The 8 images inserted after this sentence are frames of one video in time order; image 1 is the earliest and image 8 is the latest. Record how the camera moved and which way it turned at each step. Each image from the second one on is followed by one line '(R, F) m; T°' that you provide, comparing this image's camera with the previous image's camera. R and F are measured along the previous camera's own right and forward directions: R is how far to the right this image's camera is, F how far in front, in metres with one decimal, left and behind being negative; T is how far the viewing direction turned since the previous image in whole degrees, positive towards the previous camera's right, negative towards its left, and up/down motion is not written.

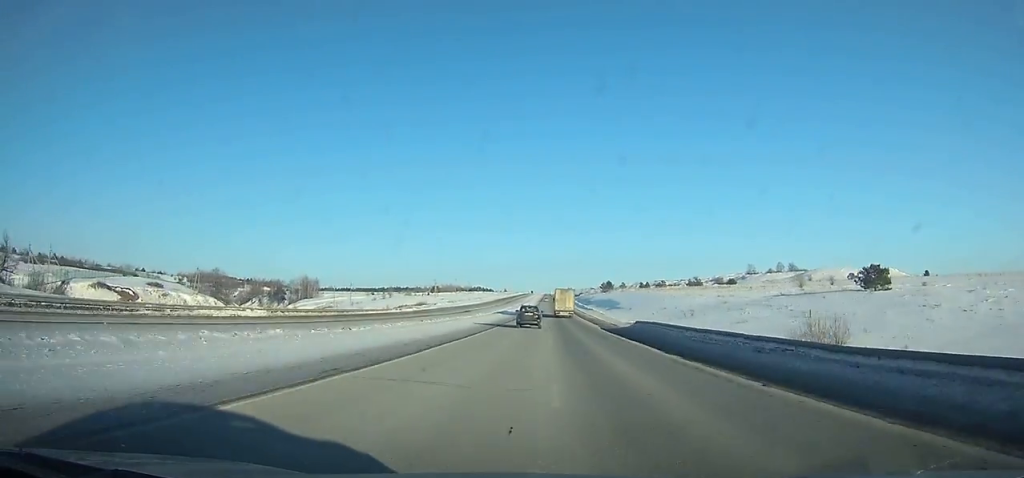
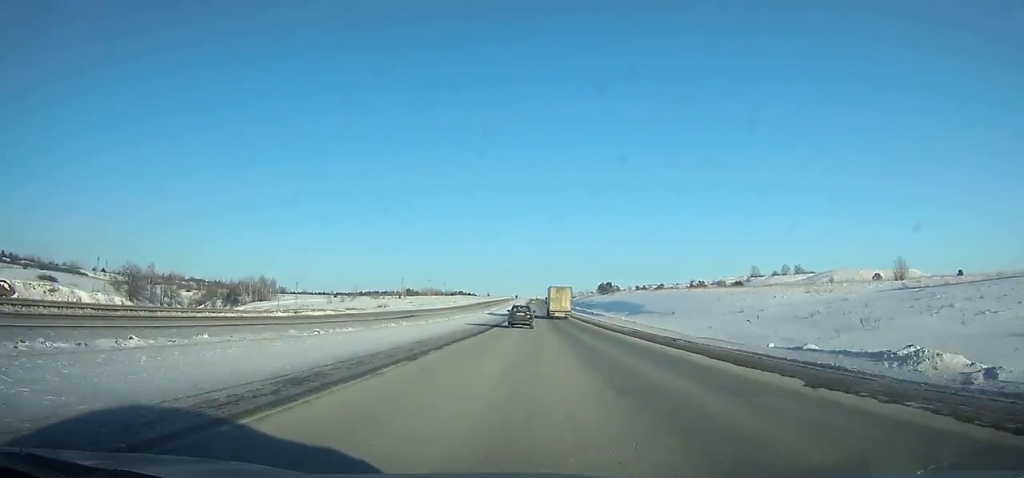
(-0.1, +41.8) m; 0°
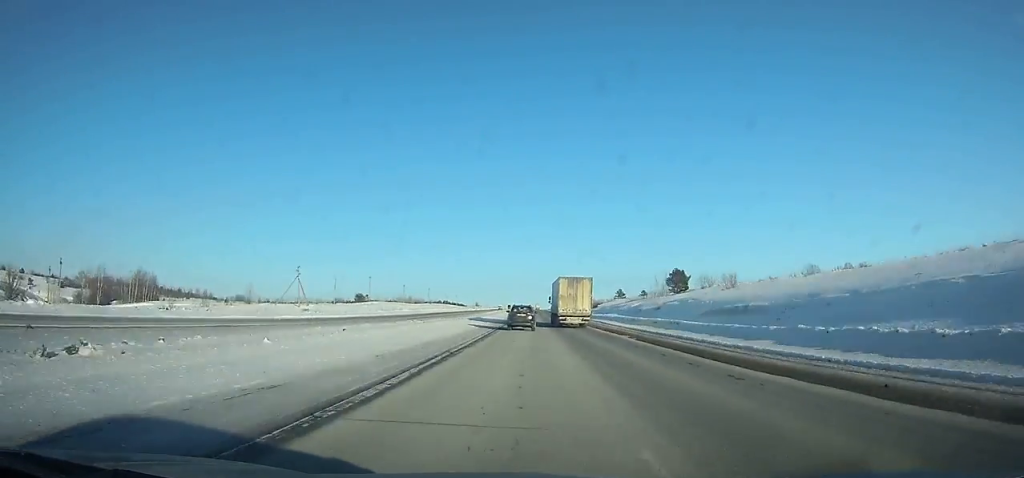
(+1.1, +104.3) m; +1°
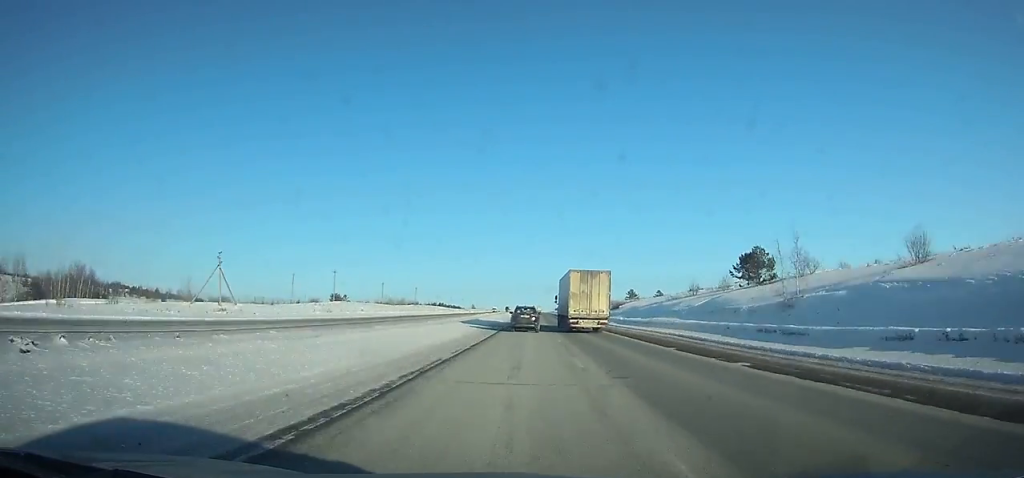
(+0.1, +36.9) m; 0°
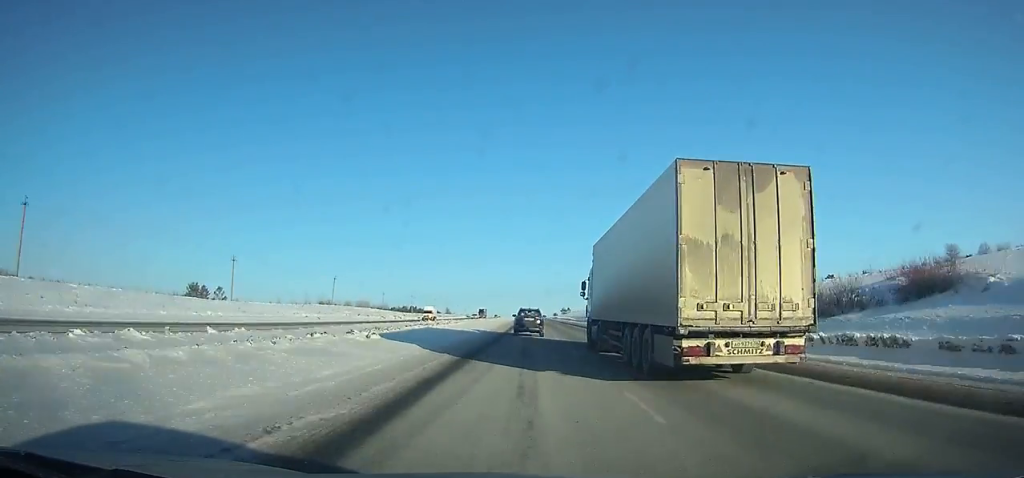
(-0.2, +102.2) m; 0°
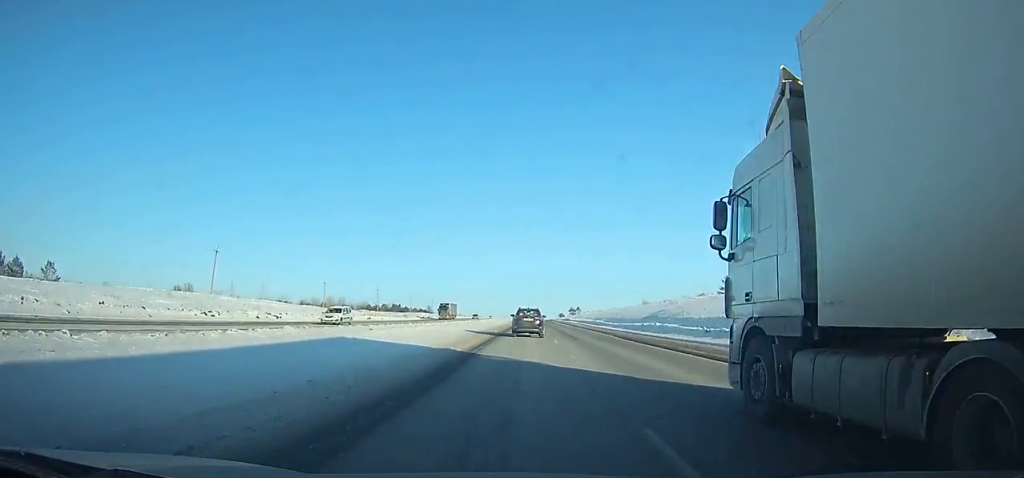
(+0.2, +62.4) m; 0°
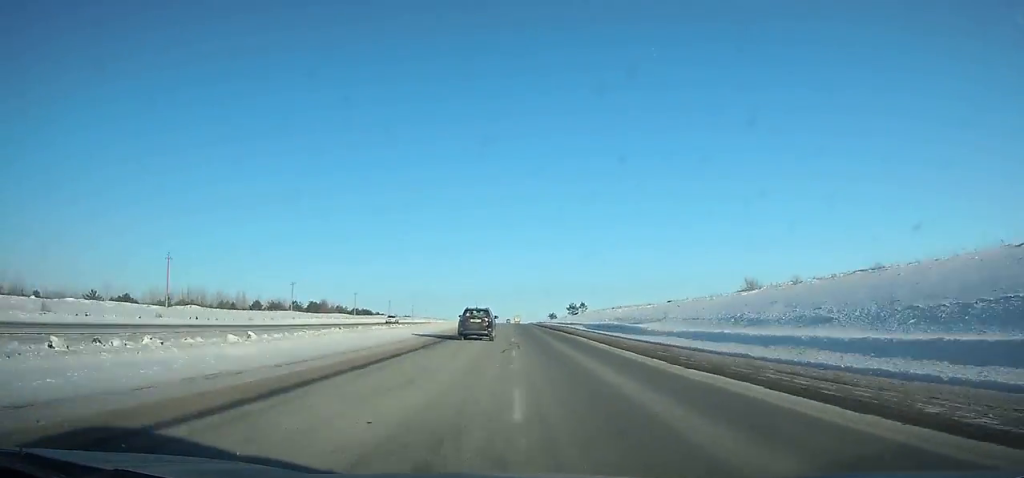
(+0.5, +112.8) m; +1°
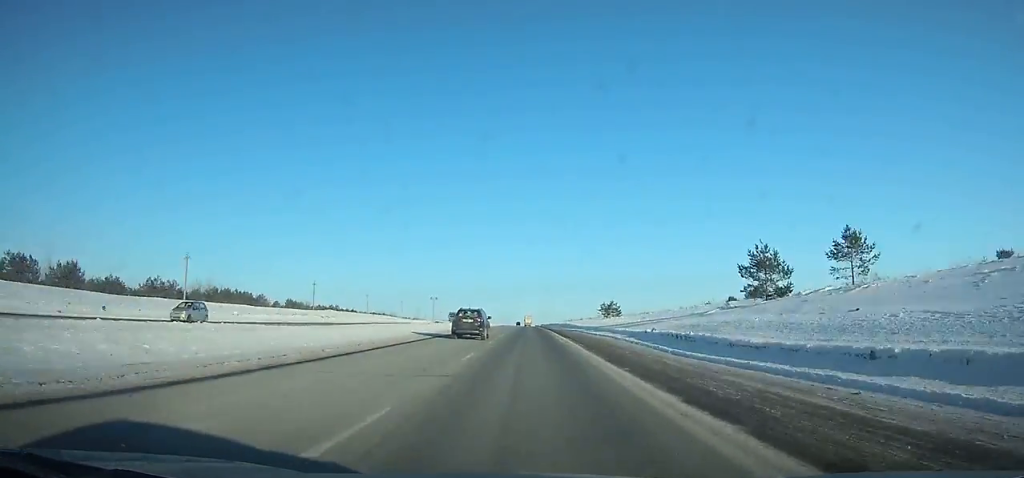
(-0.8, +169.4) m; -1°
